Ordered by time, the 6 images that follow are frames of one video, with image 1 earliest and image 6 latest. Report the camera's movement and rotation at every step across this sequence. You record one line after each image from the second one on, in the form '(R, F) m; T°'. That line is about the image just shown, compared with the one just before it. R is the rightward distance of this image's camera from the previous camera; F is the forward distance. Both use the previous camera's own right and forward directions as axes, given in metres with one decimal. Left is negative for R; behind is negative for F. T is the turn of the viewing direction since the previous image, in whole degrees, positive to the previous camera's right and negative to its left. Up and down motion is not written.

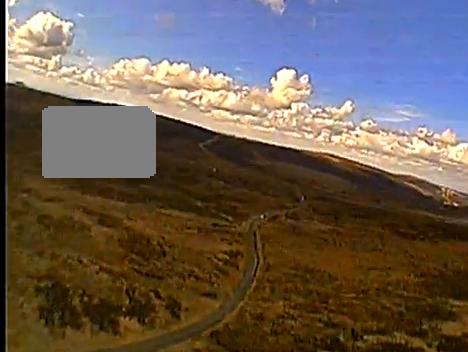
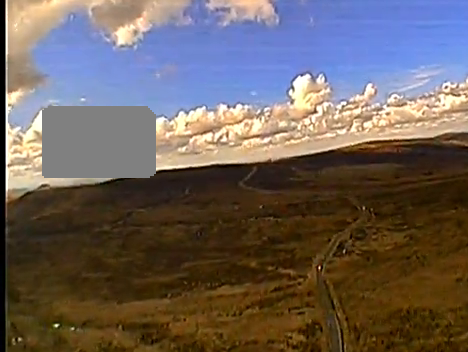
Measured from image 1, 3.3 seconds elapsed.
(+4.4, +53.6) m; +4°
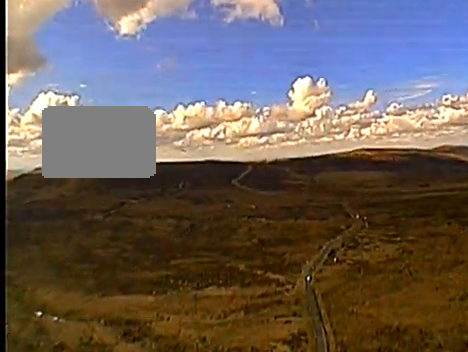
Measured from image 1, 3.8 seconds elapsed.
(+0.1, +6.5) m; 0°
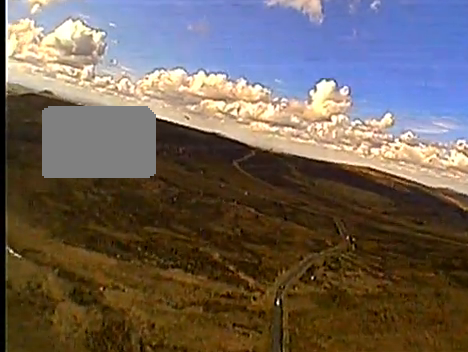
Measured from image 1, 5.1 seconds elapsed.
(+0.1, +20.2) m; +7°
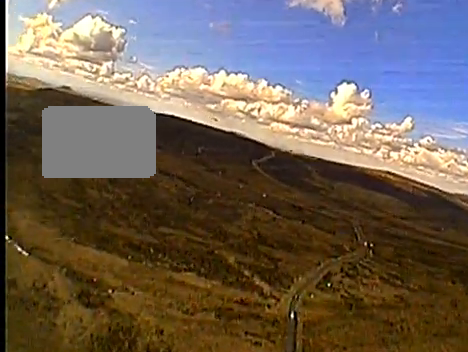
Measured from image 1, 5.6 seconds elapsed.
(+0.6, +8.4) m; +3°
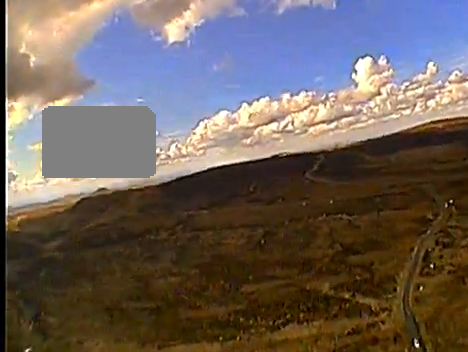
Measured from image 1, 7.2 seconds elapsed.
(+2.1, +28.1) m; 0°
